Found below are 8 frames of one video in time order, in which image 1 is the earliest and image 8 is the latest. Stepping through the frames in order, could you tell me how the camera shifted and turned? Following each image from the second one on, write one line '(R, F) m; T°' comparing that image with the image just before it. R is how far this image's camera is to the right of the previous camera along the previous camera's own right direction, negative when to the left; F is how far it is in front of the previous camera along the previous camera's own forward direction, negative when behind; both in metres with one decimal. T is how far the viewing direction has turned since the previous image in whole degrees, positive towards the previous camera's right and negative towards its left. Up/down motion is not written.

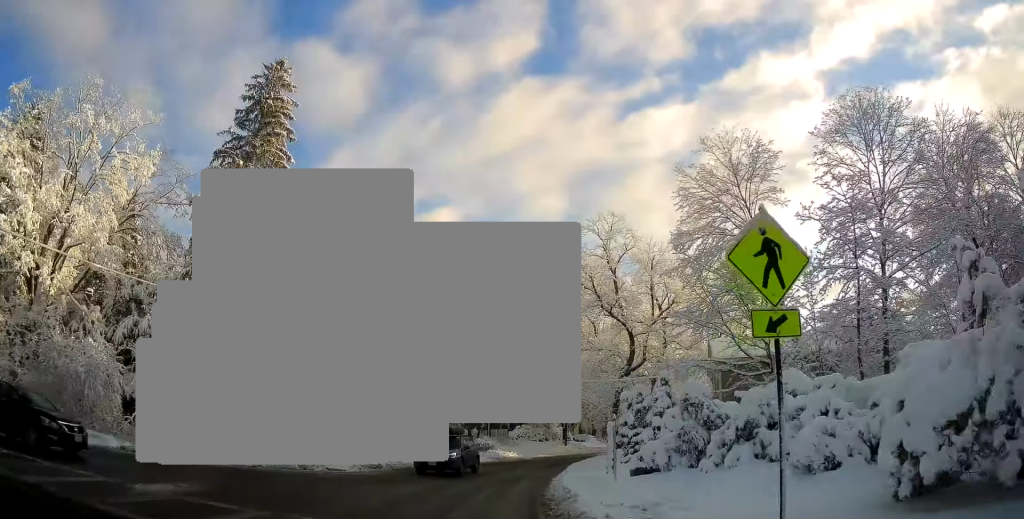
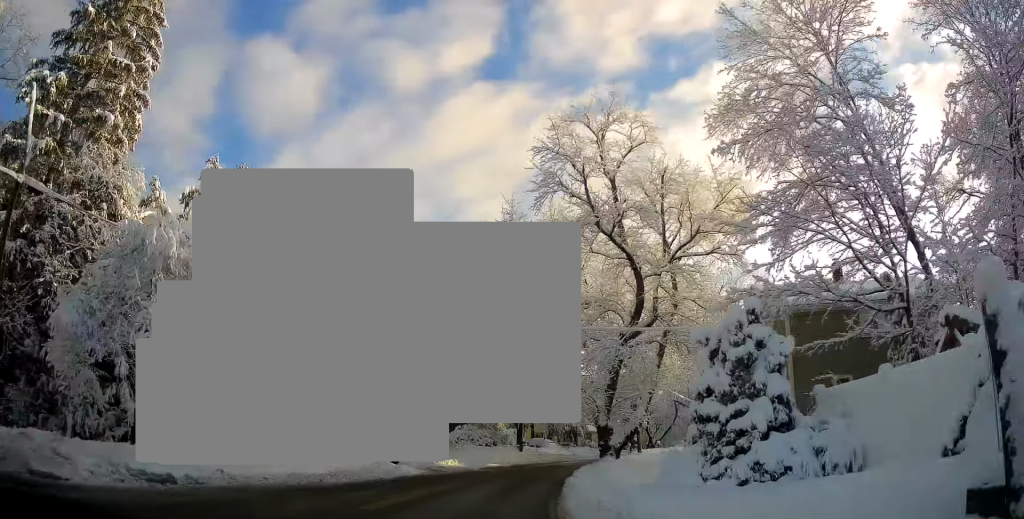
(+0.5, +15.7) m; +1°
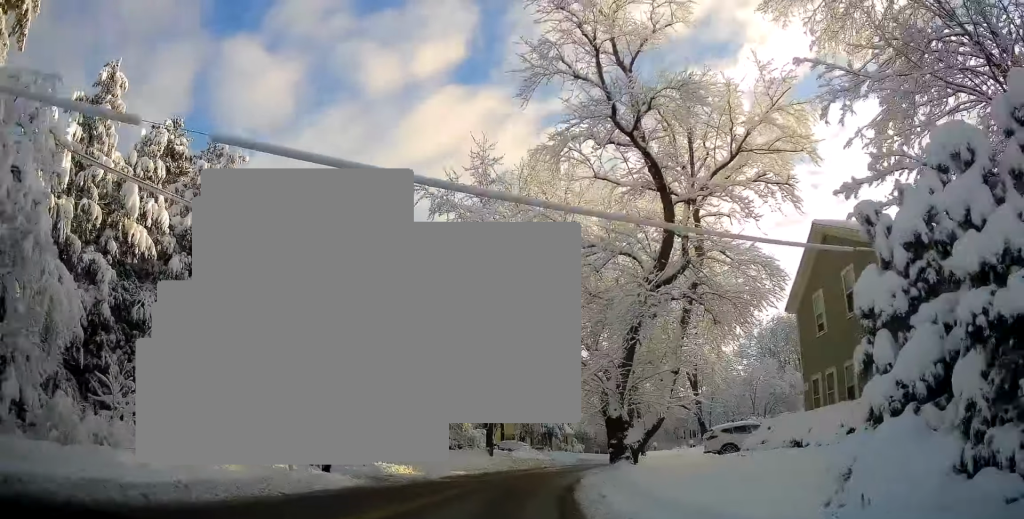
(-0.2, +8.7) m; +1°
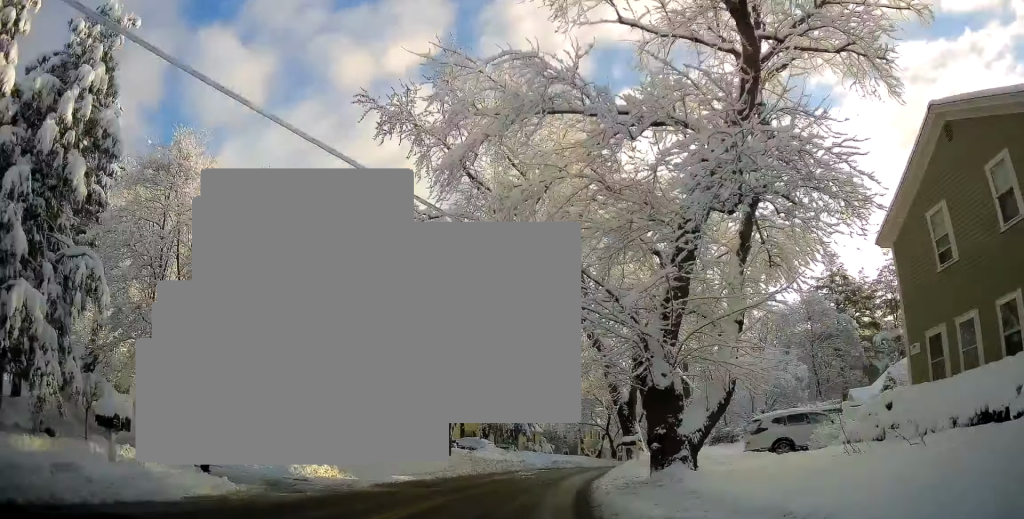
(+0.3, +8.5) m; +3°
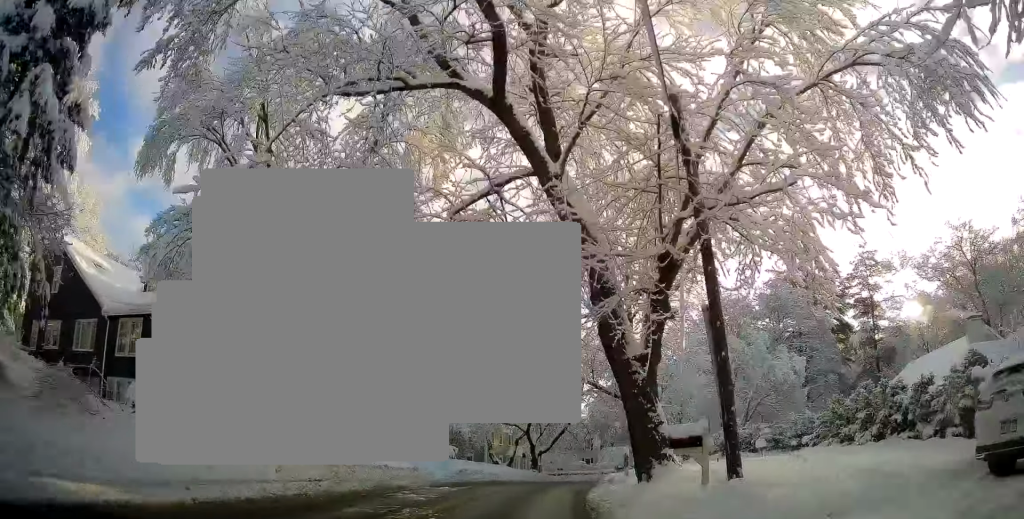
(+0.7, +14.5) m; +6°
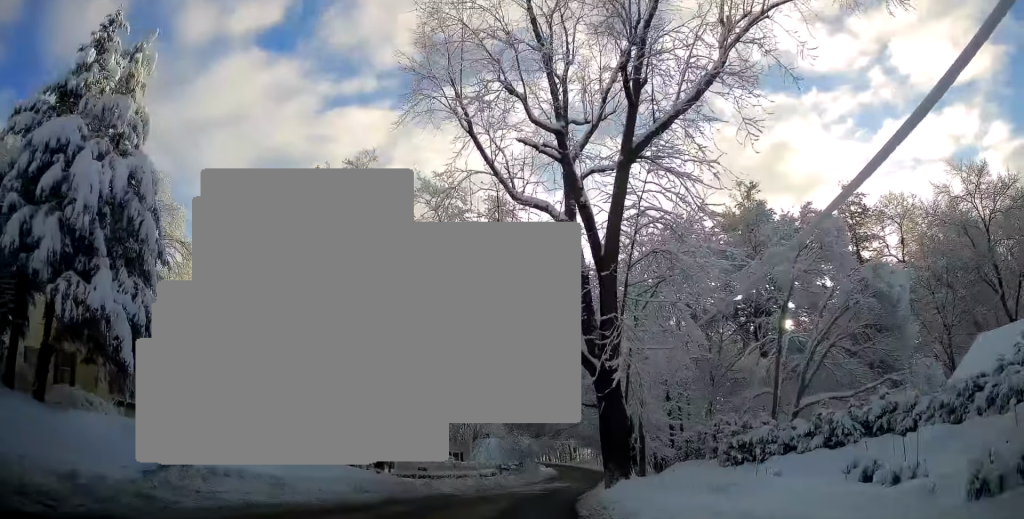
(+1.9, +21.4) m; +12°
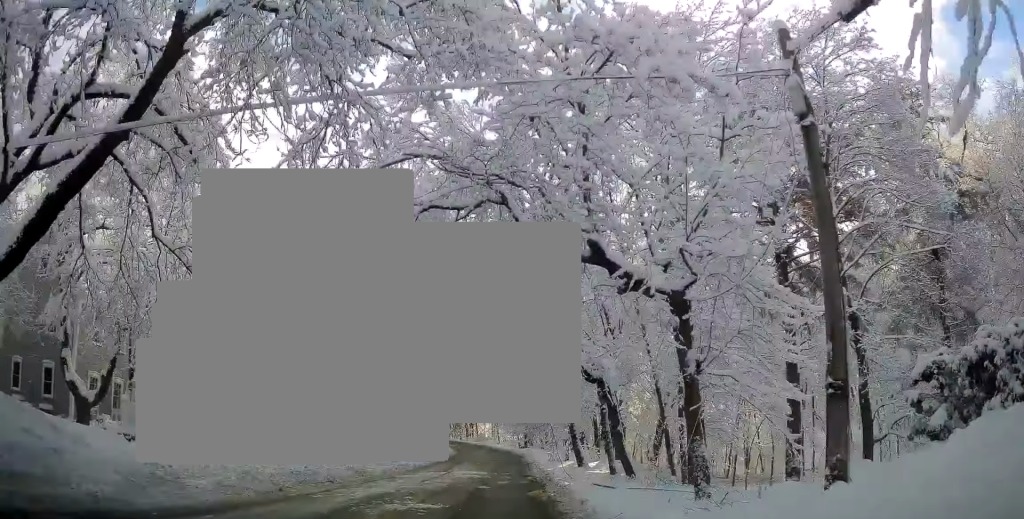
(+2.7, +19.5) m; +13°
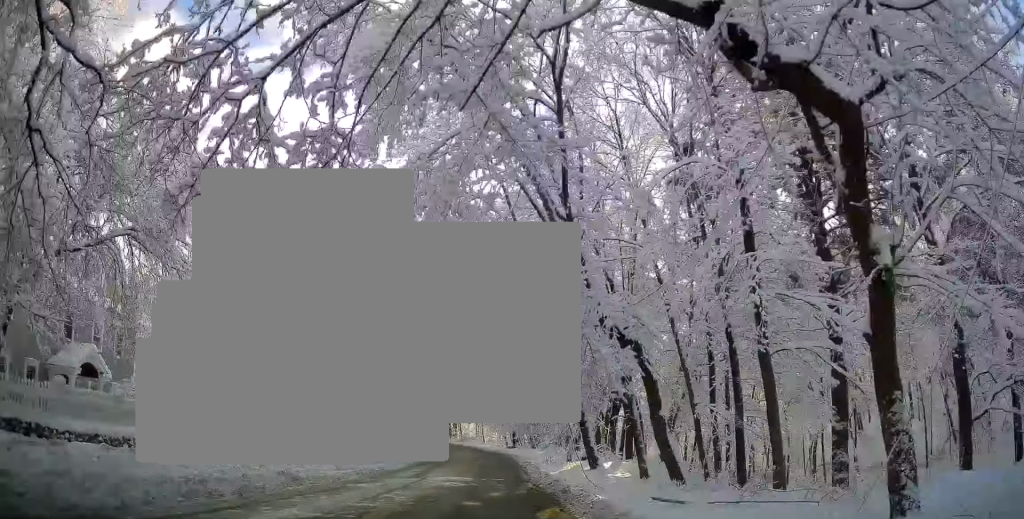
(+0.2, +5.8) m; +2°
